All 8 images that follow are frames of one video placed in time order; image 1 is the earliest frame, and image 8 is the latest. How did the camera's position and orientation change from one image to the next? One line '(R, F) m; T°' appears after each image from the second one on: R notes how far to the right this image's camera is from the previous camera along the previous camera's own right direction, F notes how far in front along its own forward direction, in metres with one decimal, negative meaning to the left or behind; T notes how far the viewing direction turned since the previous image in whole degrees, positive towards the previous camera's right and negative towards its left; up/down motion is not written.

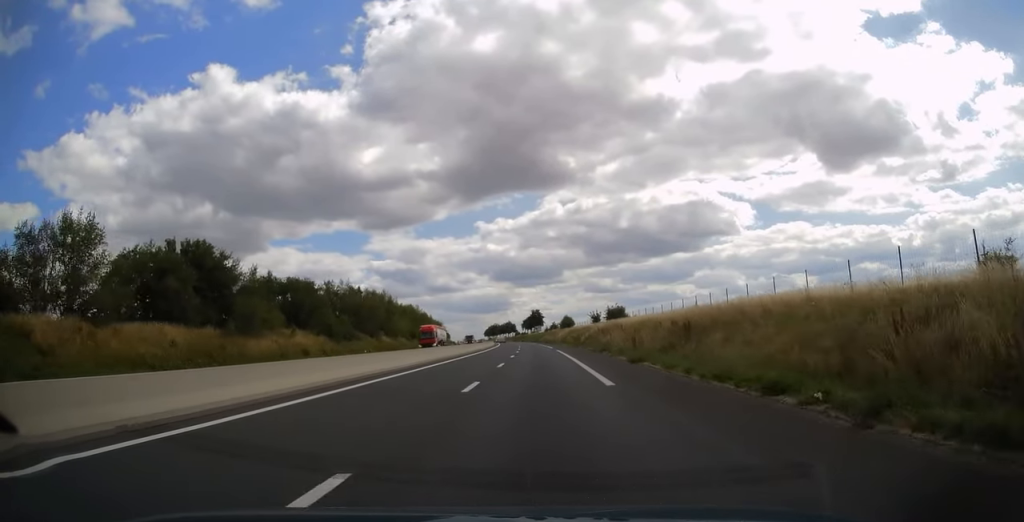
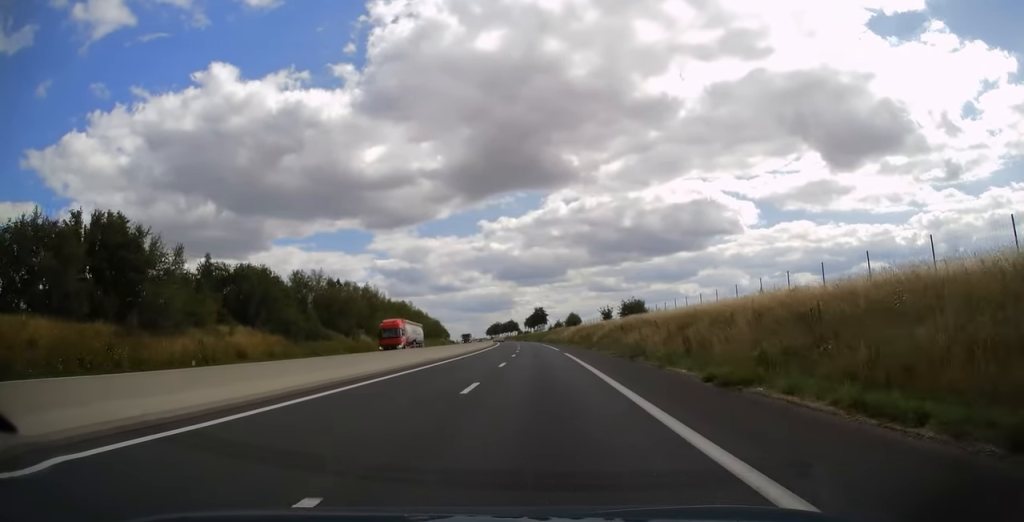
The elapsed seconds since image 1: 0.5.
(-0.1, +13.2) m; 0°
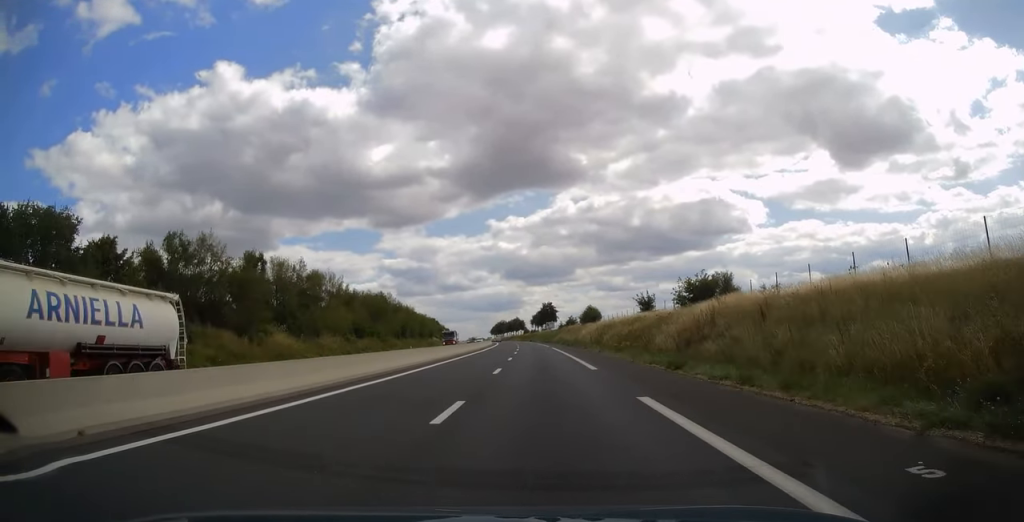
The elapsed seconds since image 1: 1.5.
(-0.3, +30.4) m; -1°
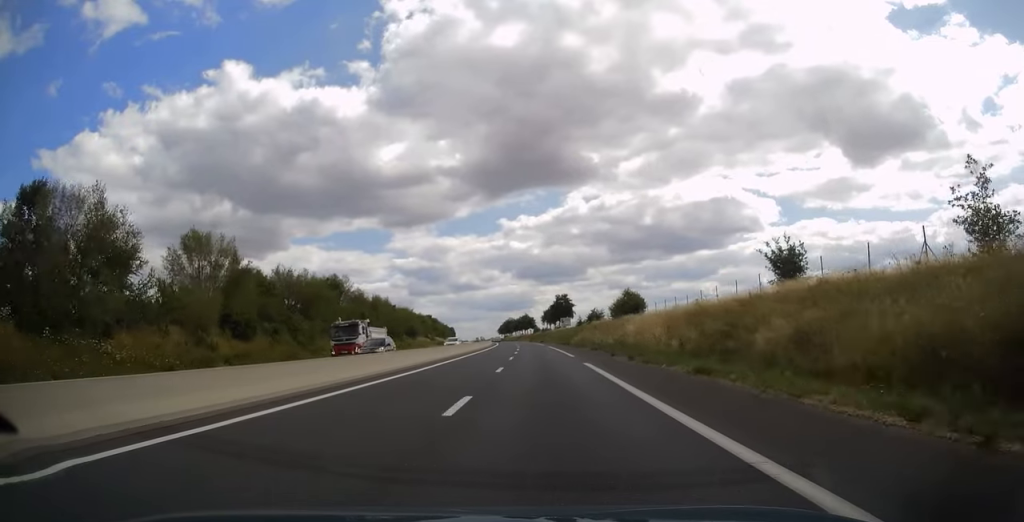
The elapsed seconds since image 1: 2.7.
(-0.3, +36.8) m; -1°
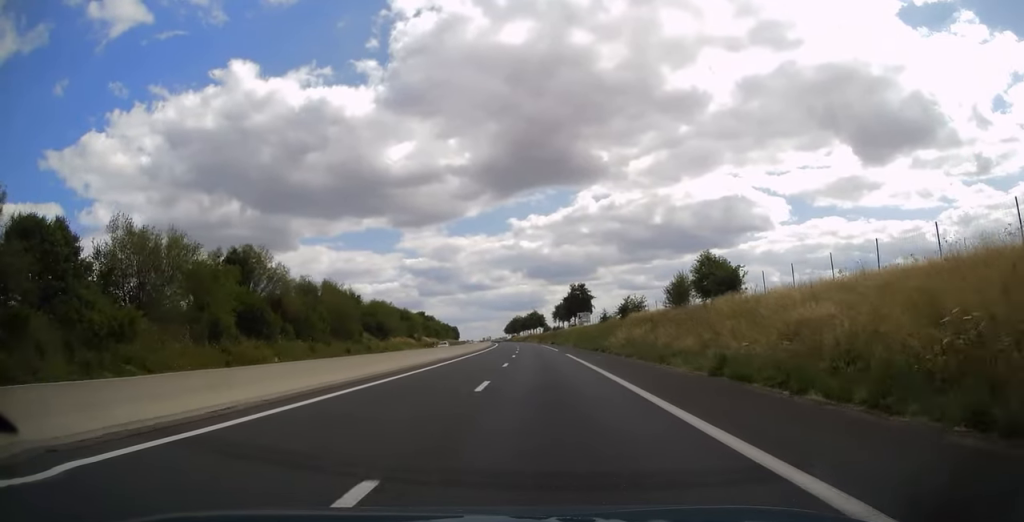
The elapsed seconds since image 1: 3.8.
(-0.3, +32.9) m; -1°
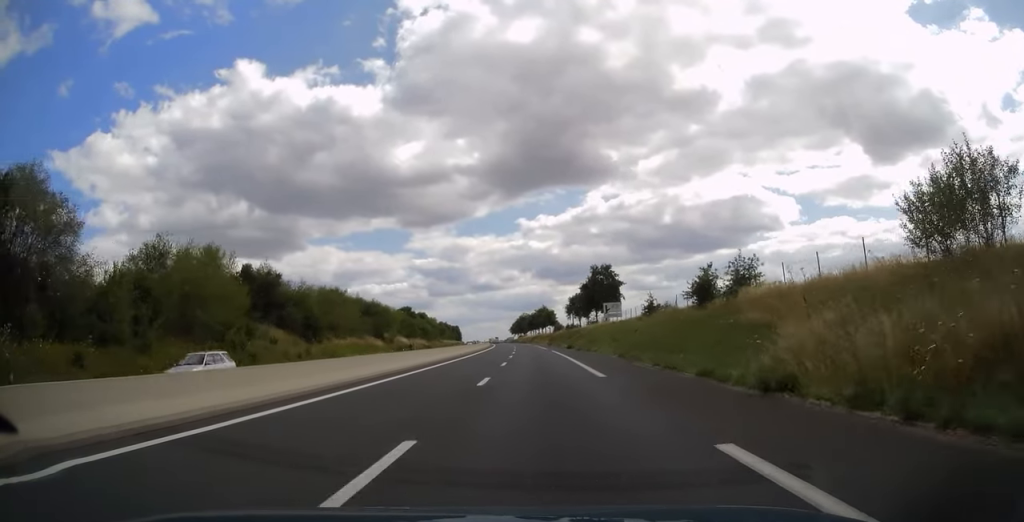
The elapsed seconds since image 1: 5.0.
(-0.4, +35.4) m; -1°
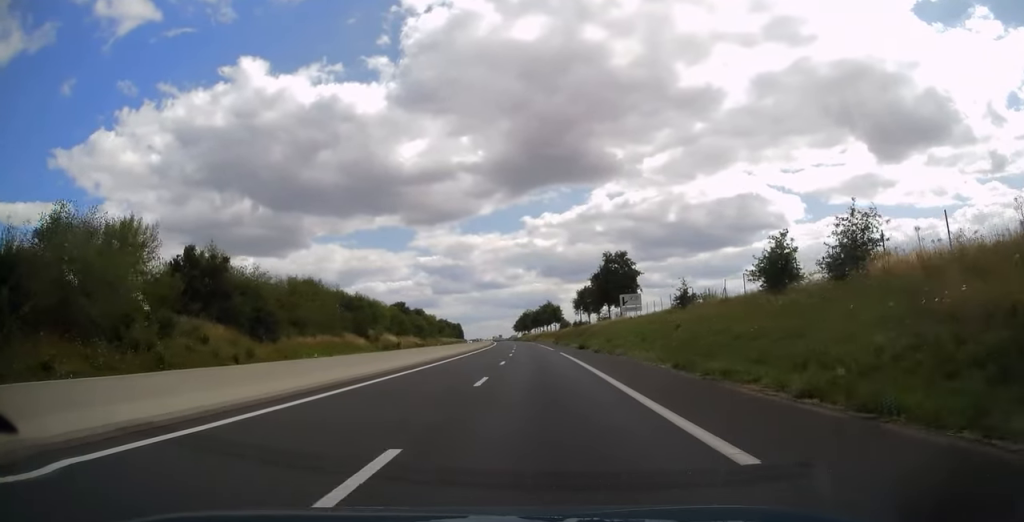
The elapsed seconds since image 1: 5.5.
(-0.1, +13.3) m; 0°
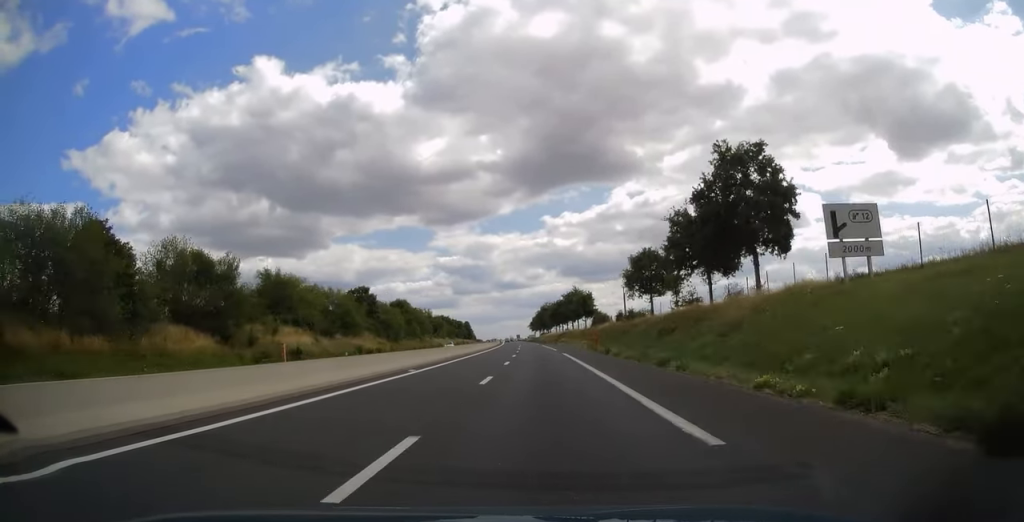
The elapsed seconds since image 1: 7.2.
(-0.6, +49.2) m; -2°
